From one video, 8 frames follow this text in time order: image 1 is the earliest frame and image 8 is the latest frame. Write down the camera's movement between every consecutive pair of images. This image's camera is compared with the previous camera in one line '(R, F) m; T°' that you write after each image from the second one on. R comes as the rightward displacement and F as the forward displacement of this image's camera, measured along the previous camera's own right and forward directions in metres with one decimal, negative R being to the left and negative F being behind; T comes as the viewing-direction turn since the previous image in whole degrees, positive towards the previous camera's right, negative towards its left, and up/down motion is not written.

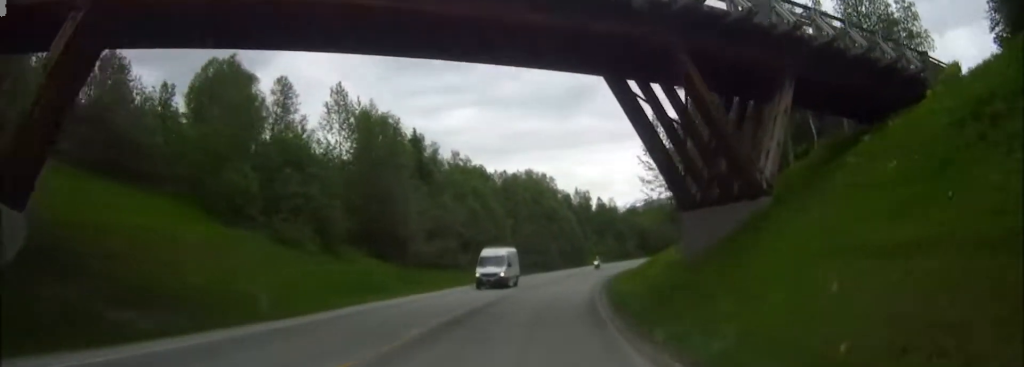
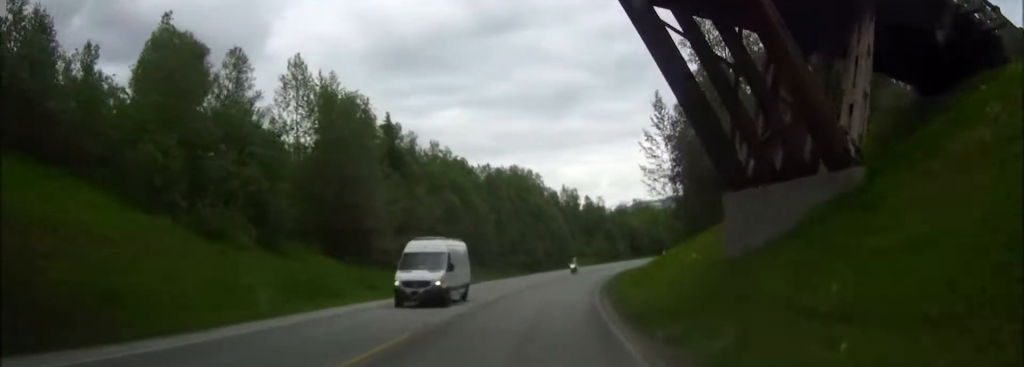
(+0.1, +8.3) m; +1°
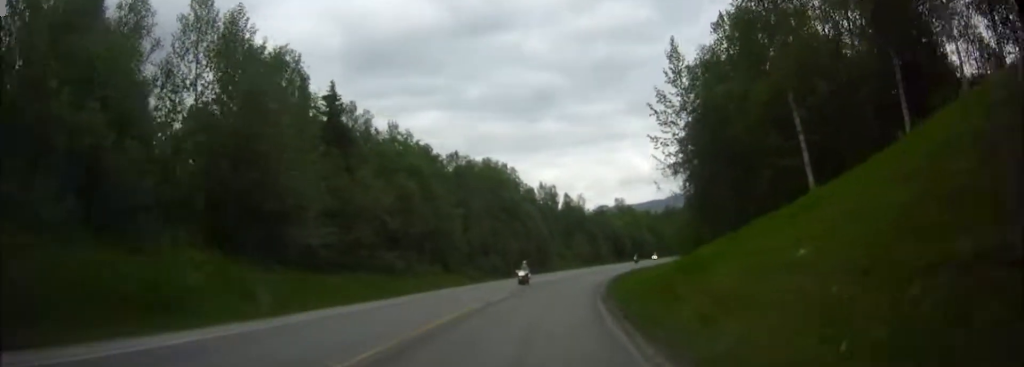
(+0.3, +14.2) m; +2°
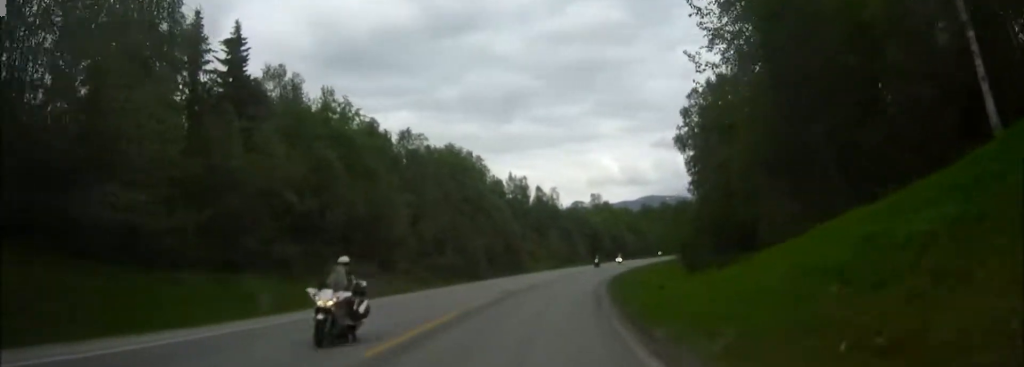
(+0.4, +16.8) m; +3°
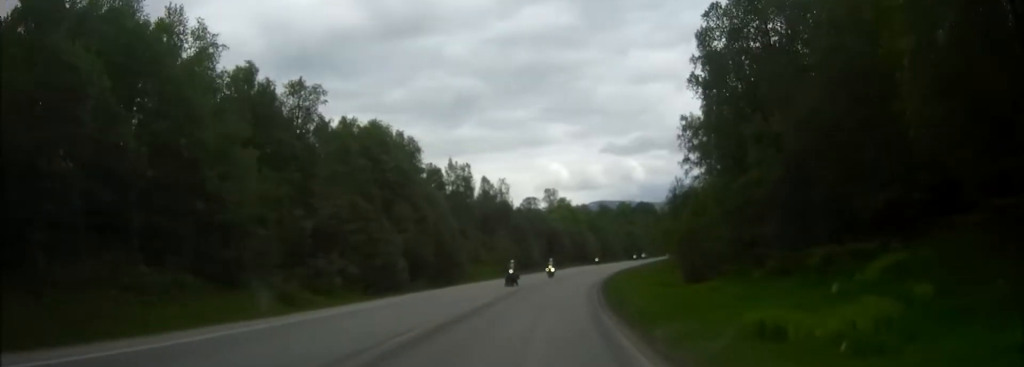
(+0.9, +24.0) m; +4°
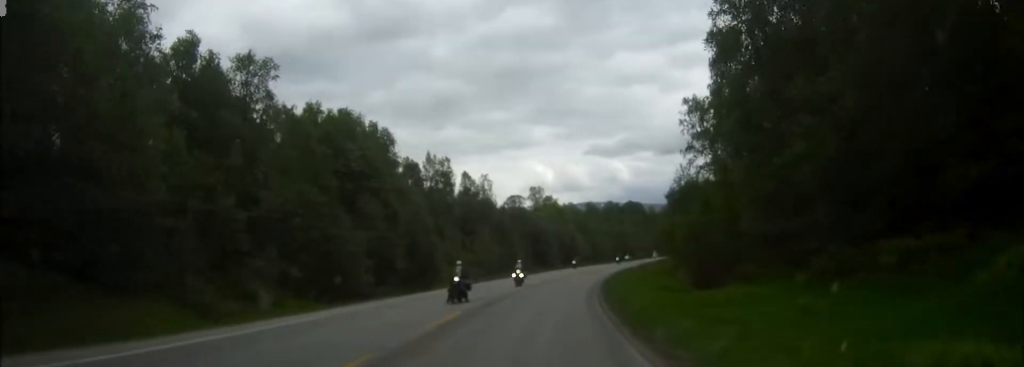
(+0.1, +8.4) m; +1°
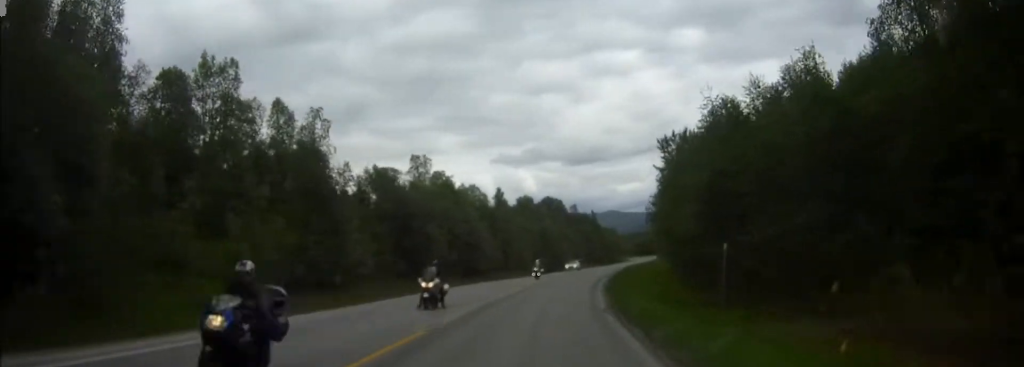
(+4.0, +55.2) m; +8°
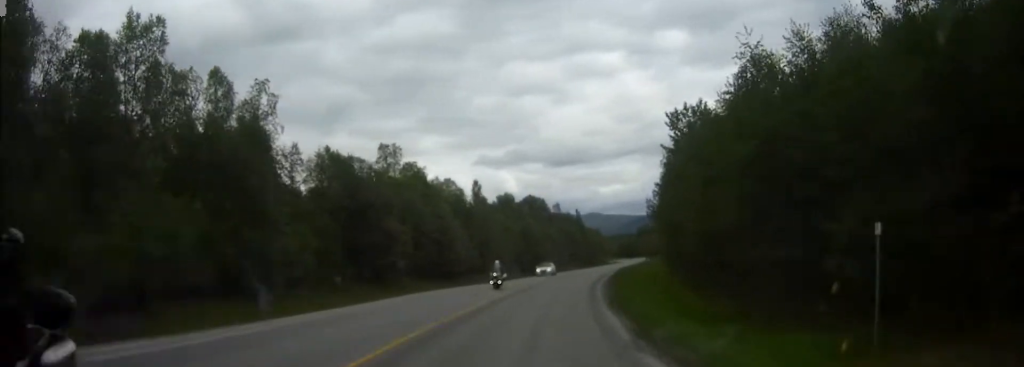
(+0.2, +10.9) m; +1°
